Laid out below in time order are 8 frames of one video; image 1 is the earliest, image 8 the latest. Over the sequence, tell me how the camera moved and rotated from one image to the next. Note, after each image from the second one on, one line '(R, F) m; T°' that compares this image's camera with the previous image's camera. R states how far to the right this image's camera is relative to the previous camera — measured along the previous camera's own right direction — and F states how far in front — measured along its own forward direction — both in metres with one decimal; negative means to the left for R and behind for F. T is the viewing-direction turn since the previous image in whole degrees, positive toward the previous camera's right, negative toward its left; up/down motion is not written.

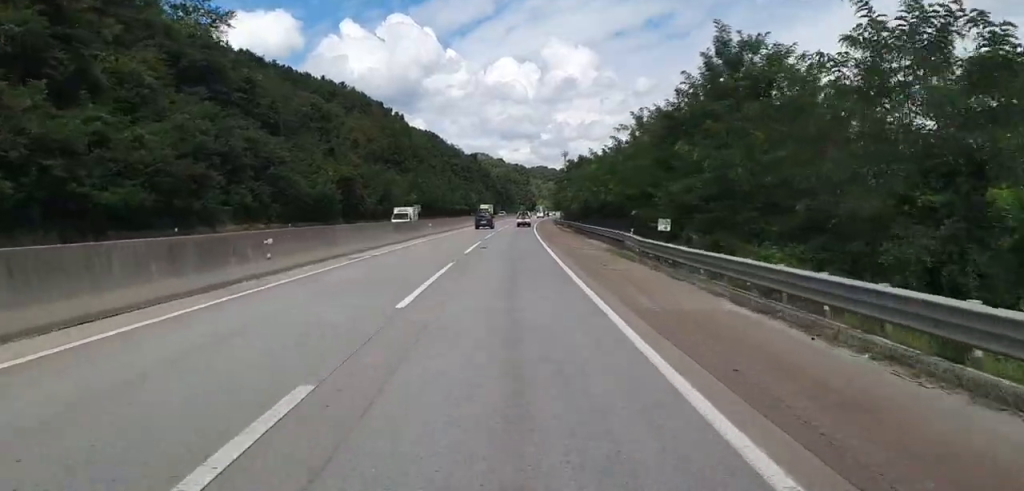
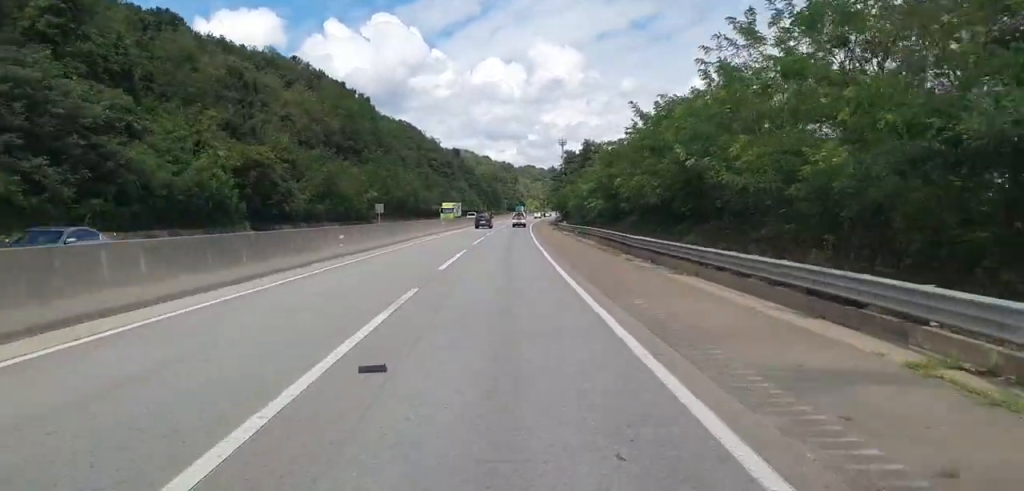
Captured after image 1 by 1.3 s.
(0.0, +29.7) m; 0°
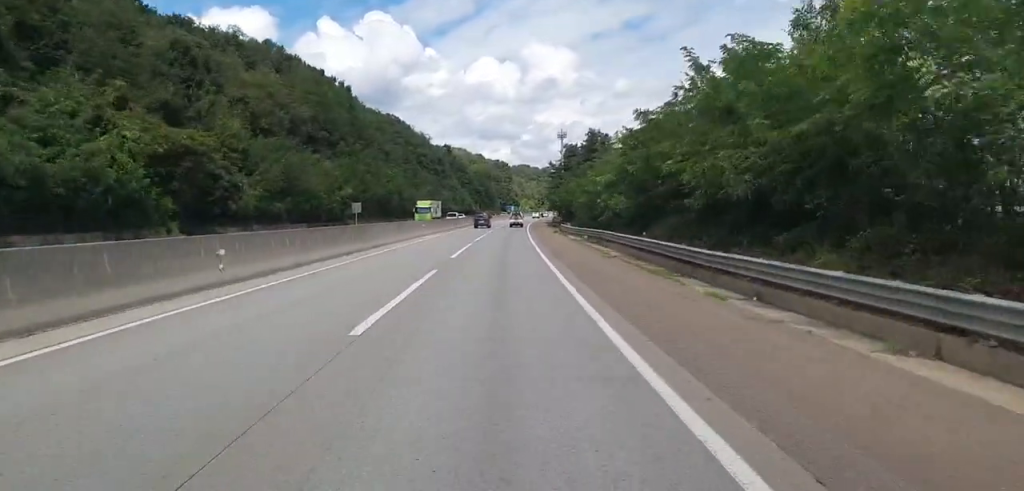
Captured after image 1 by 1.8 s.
(0.0, +13.3) m; 0°
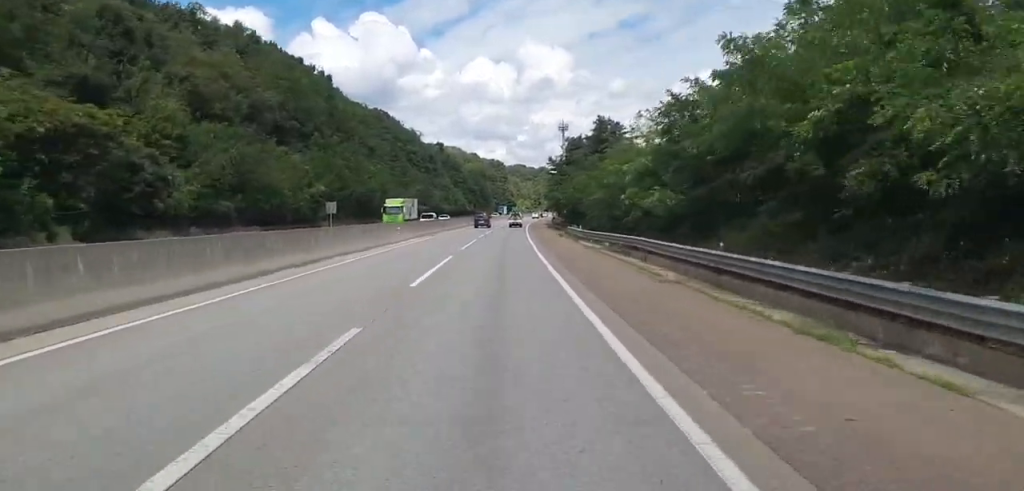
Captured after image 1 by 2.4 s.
(-0.1, +12.5) m; +1°
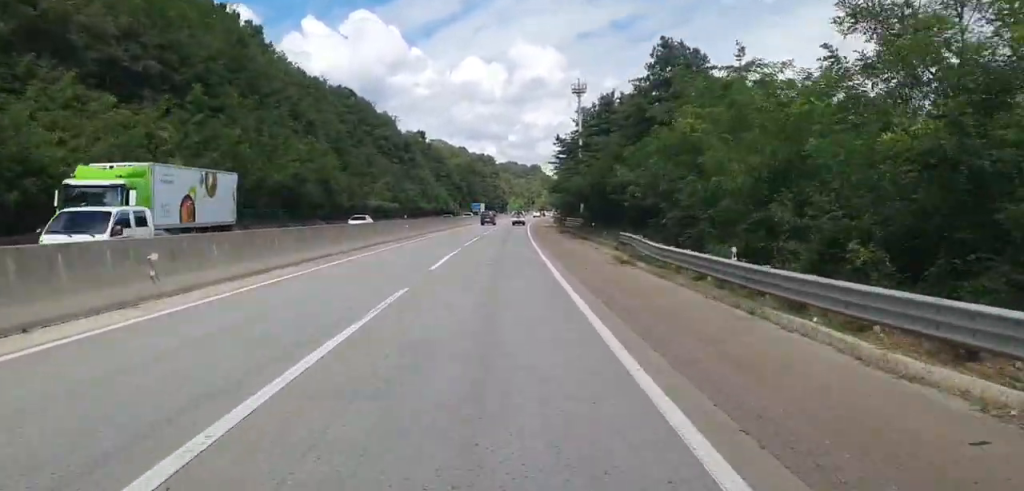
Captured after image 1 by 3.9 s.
(+0.8, +35.1) m; +1°
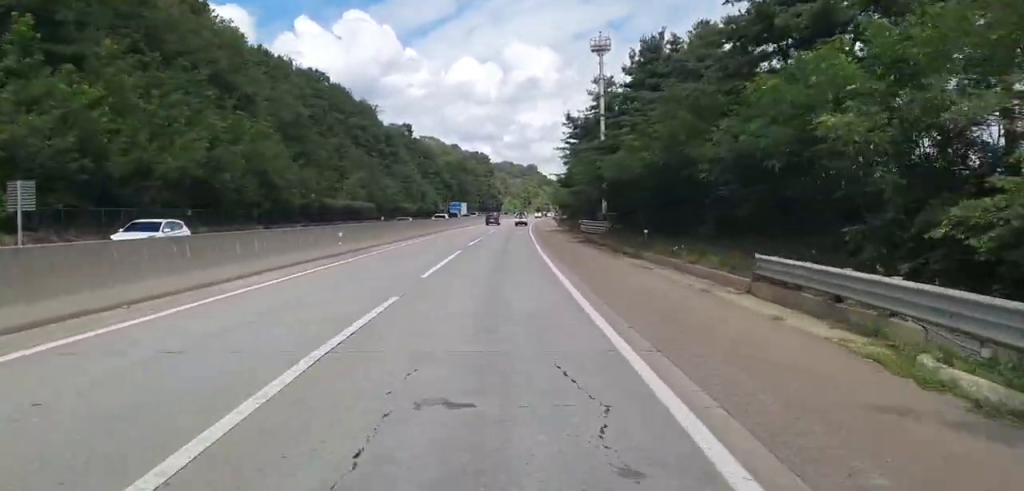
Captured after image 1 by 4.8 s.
(0.0, +21.1) m; 0°
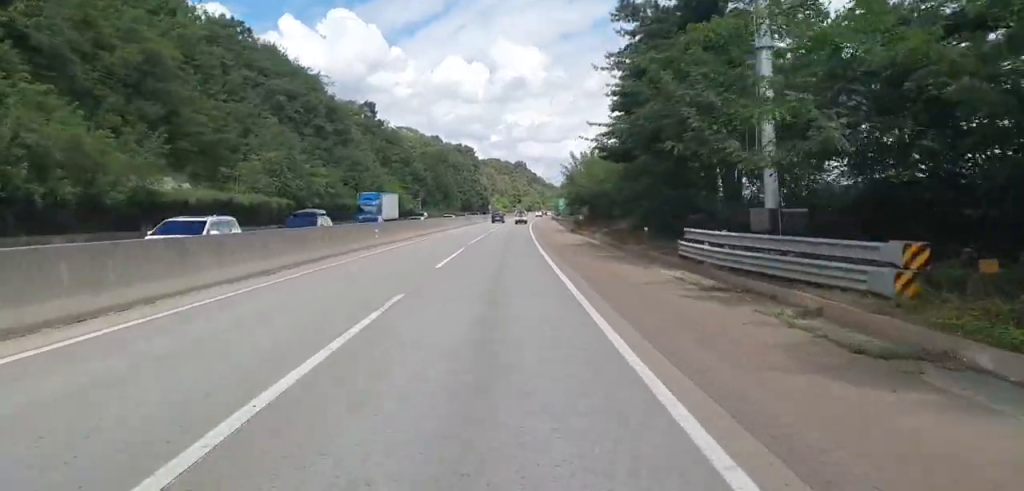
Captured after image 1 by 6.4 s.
(0.0, +39.2) m; +1°
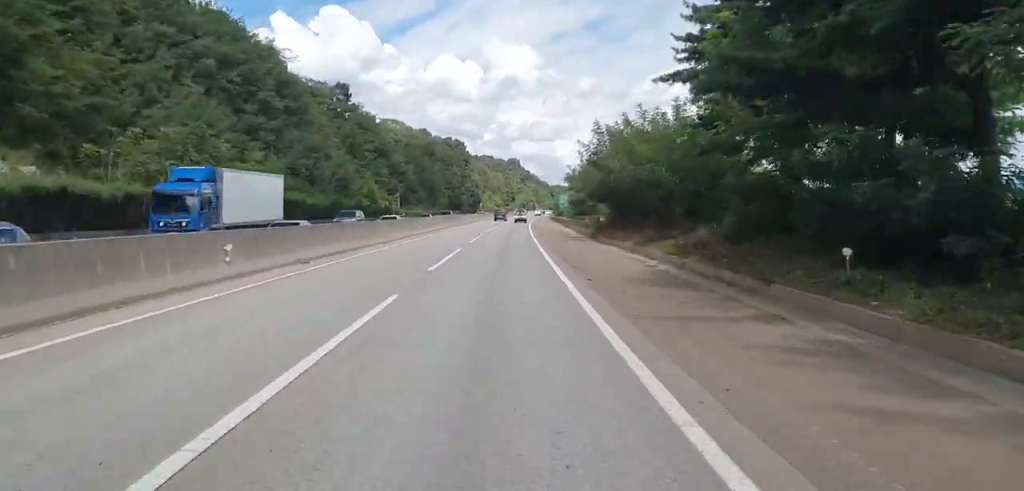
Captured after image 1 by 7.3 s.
(+0.6, +21.3) m; +2°
